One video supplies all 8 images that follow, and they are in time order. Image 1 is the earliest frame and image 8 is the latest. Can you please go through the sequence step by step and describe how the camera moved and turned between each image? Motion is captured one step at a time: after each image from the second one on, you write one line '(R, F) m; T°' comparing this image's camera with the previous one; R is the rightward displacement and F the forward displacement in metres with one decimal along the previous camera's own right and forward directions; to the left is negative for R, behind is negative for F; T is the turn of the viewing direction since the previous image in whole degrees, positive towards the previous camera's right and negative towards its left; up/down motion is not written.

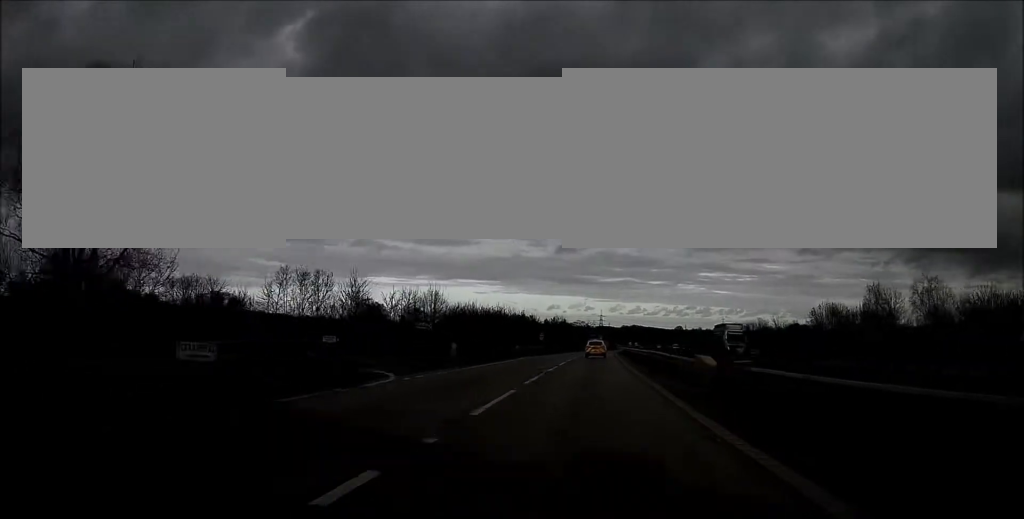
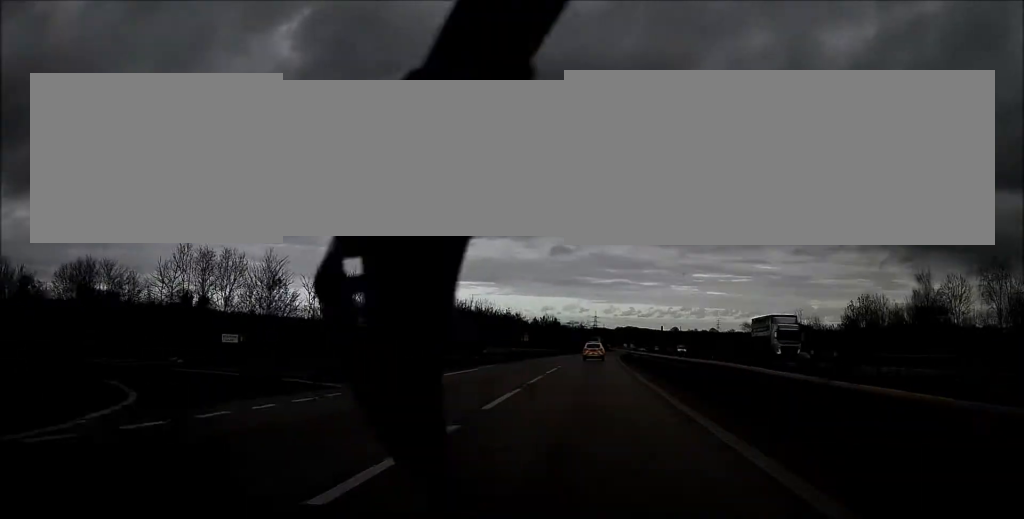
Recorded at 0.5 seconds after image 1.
(0.0, +16.4) m; 0°
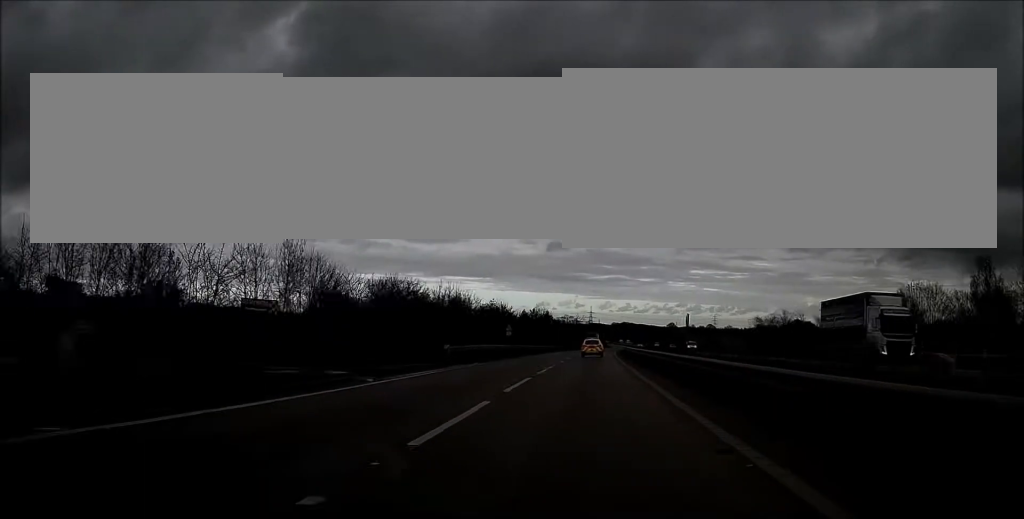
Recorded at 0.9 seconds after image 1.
(+0.1, +14.5) m; 0°
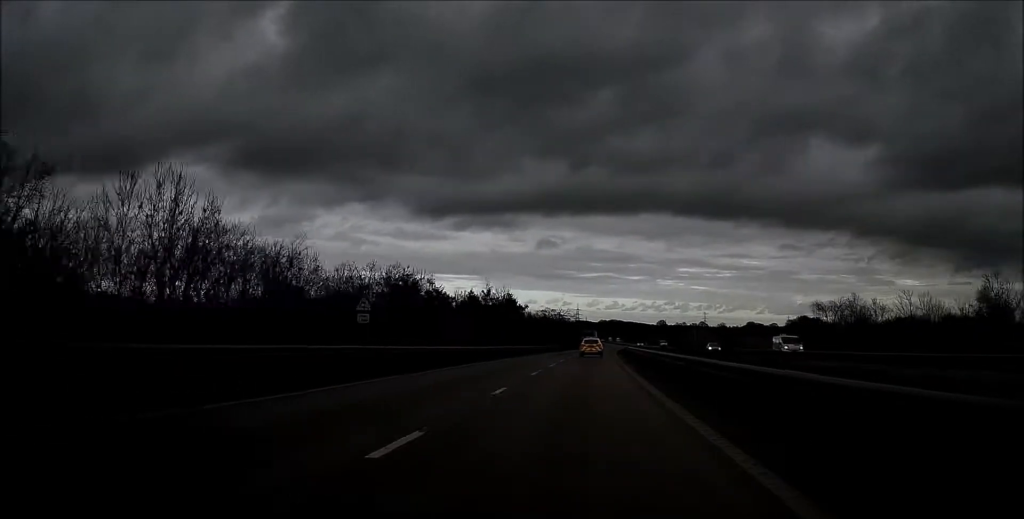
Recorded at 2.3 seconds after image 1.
(+0.4, +44.8) m; +1°
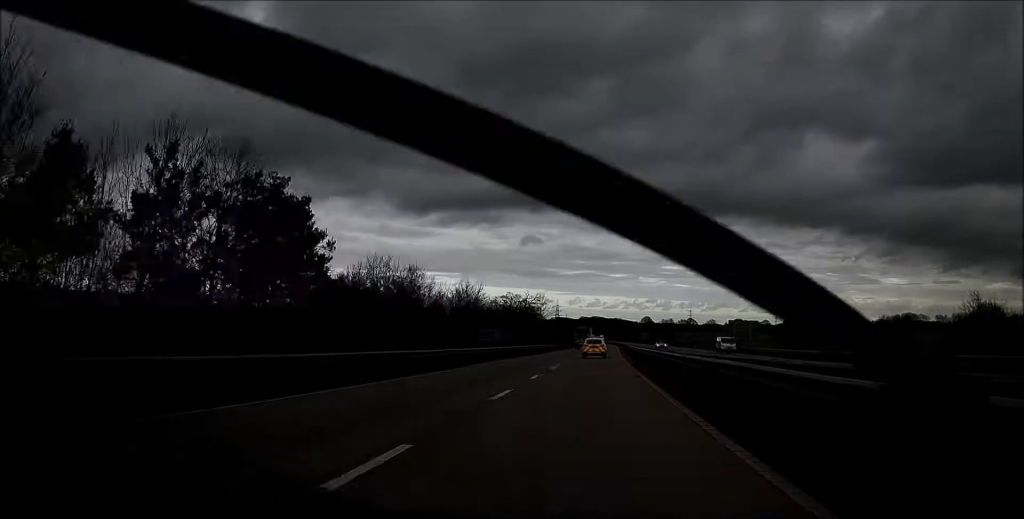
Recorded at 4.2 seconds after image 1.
(+0.5, +66.1) m; +1°
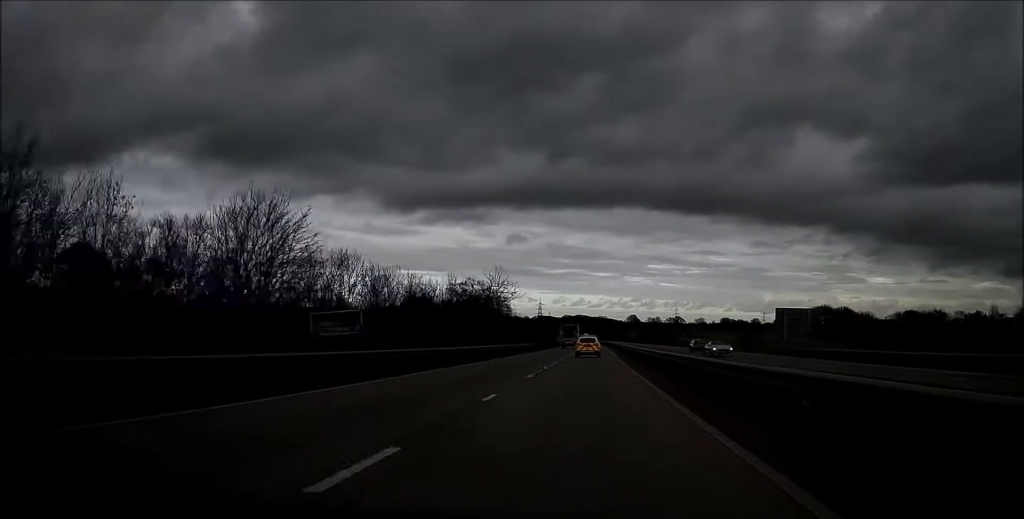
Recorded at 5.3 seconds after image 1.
(+0.4, +36.6) m; +1°
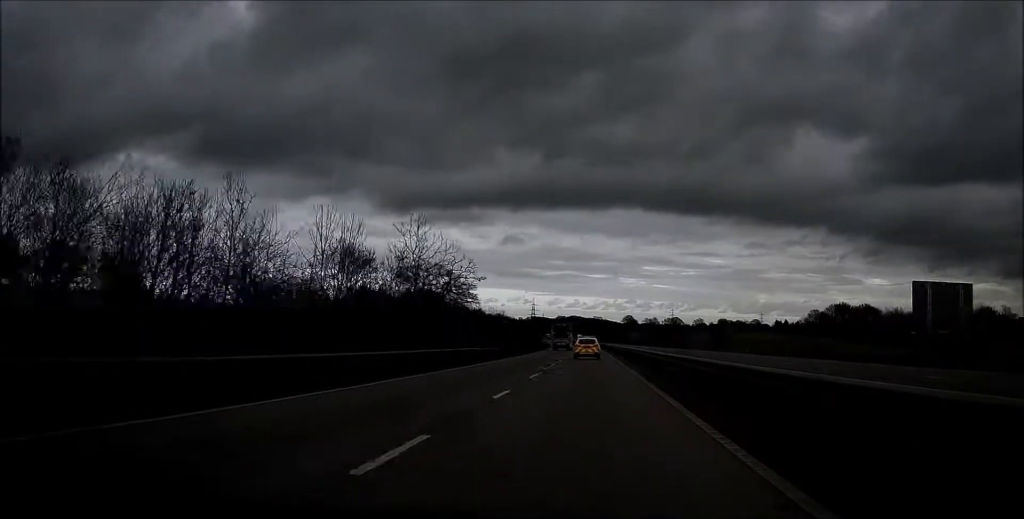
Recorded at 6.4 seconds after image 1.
(+0.4, +34.4) m; +1°
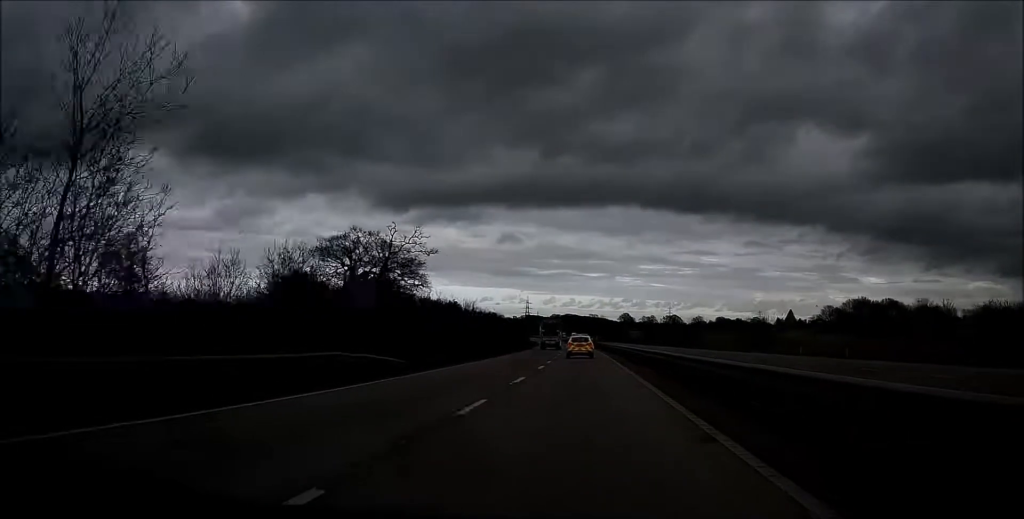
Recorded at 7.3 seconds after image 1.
(+0.2, +30.1) m; 0°
